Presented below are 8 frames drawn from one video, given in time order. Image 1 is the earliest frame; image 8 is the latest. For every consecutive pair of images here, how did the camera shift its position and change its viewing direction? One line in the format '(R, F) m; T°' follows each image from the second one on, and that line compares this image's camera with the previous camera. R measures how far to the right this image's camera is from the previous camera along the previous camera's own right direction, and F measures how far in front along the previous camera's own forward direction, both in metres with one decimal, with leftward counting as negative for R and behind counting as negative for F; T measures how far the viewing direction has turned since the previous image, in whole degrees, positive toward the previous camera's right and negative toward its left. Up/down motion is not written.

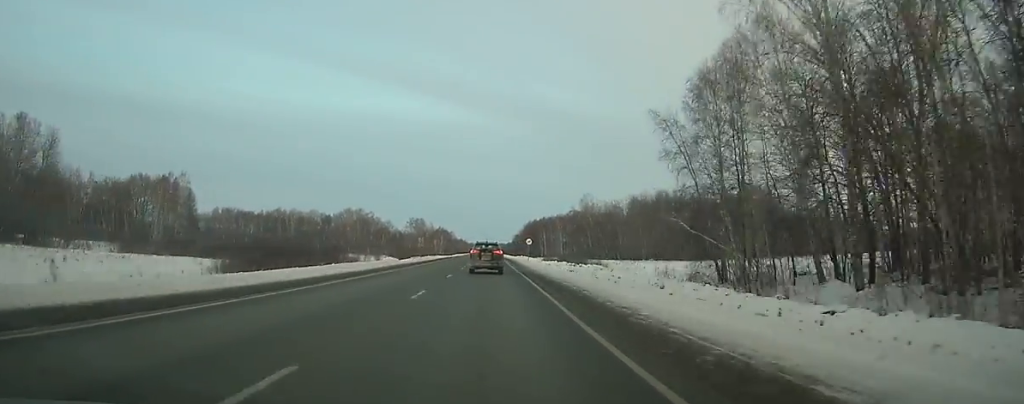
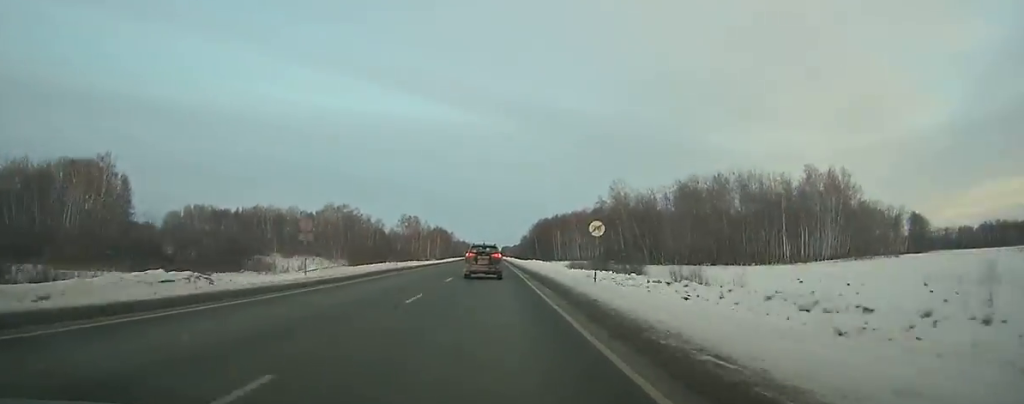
(0.0, +47.3) m; 0°
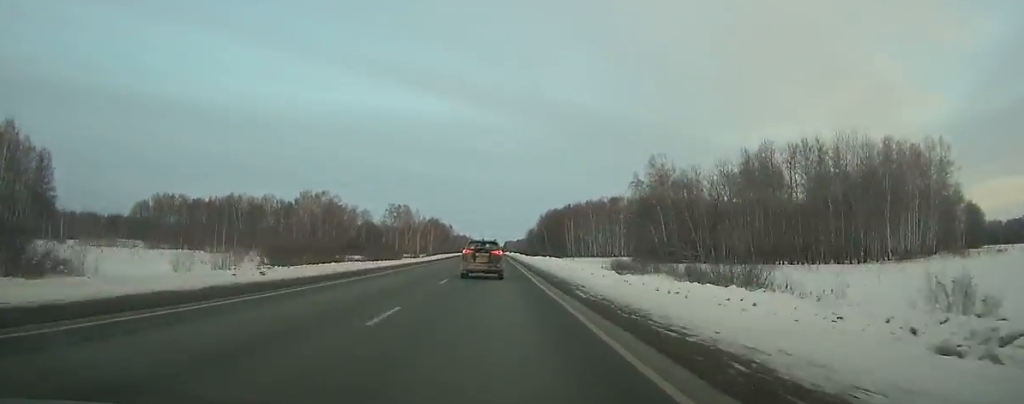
(0.0, +40.2) m; 0°
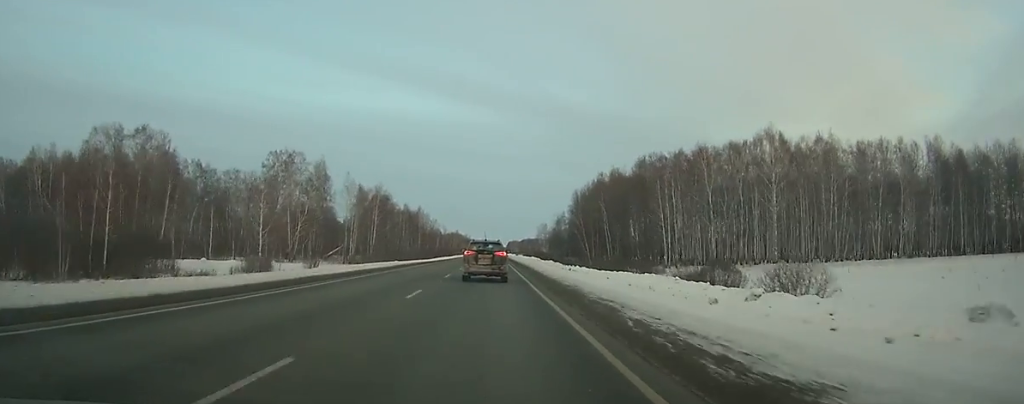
(-0.1, +139.6) m; 0°
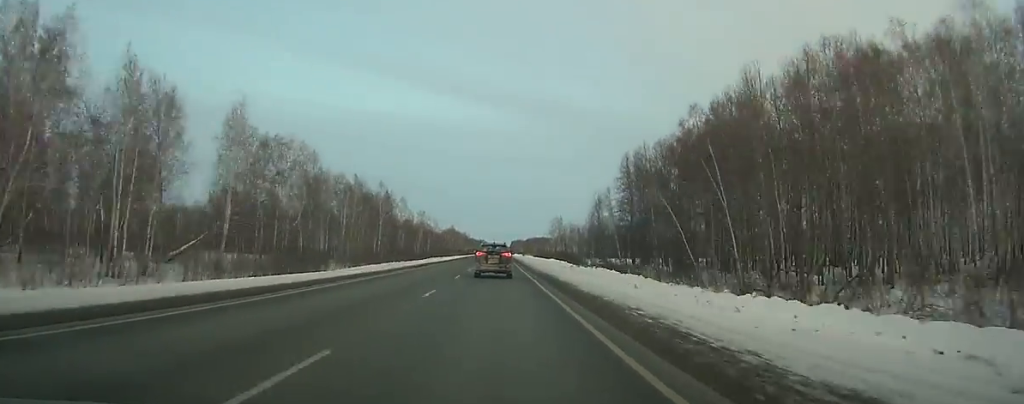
(-0.1, +71.9) m; 0°
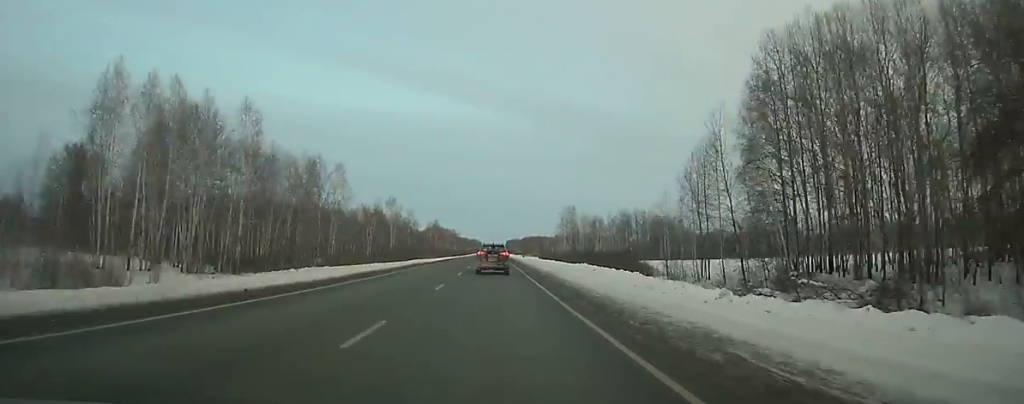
(+0.2, +68.5) m; 0°
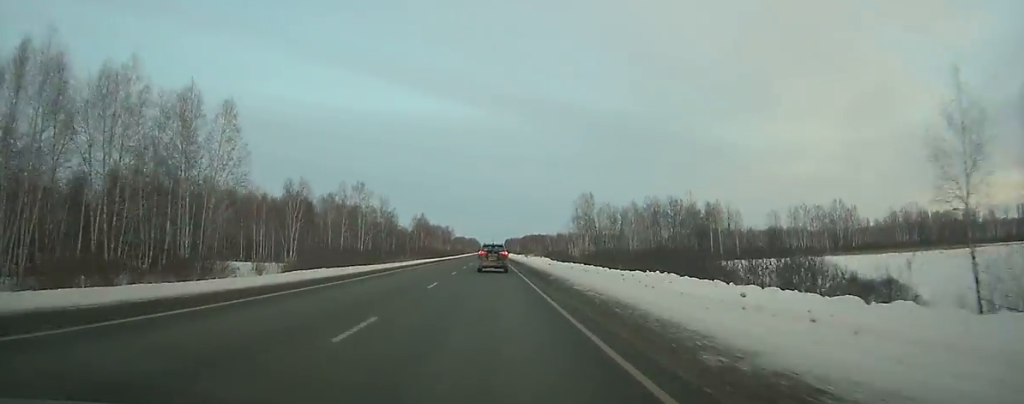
(+0.1, +47.3) m; 0°
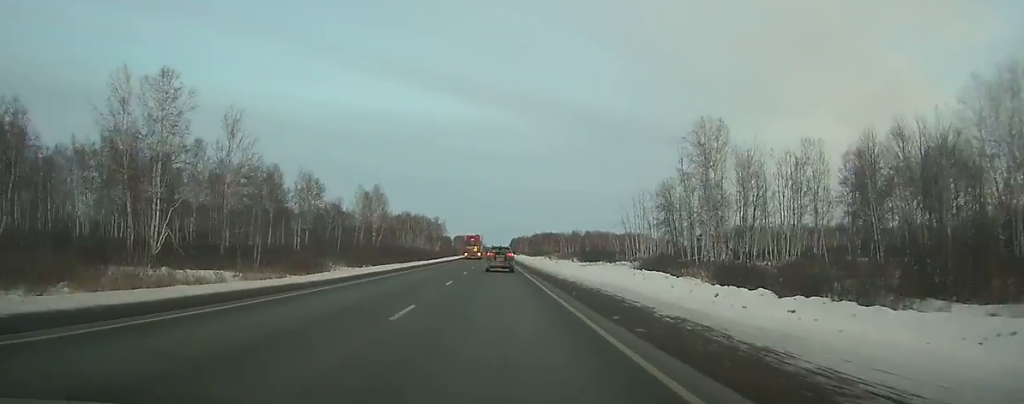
(-0.2, +104.3) m; 0°
